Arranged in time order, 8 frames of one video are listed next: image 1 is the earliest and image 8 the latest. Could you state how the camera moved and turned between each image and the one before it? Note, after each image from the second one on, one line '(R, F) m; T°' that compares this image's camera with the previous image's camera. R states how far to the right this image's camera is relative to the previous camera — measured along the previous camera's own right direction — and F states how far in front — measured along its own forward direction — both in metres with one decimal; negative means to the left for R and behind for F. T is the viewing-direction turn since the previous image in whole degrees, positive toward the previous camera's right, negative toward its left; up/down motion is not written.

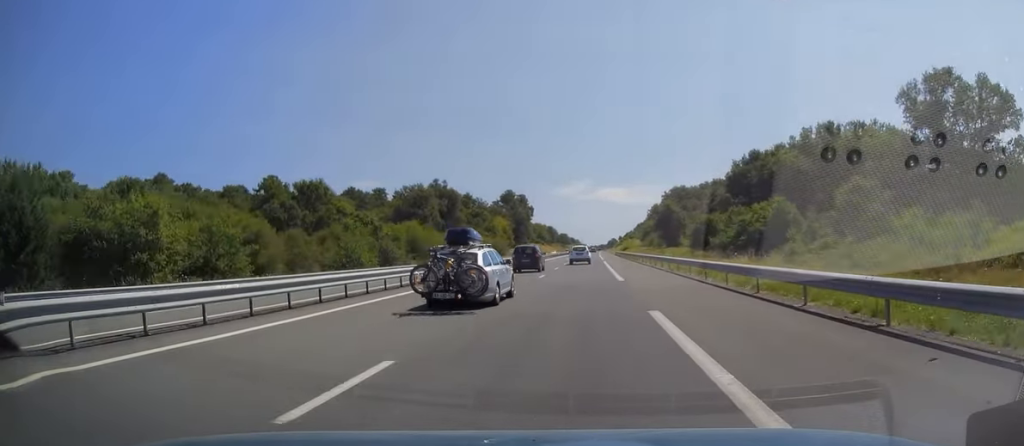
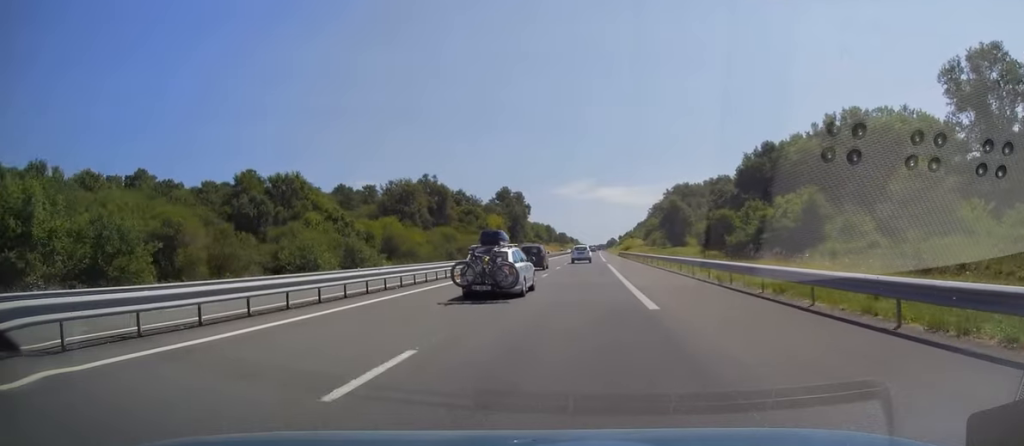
(0.0, +12.2) m; 0°
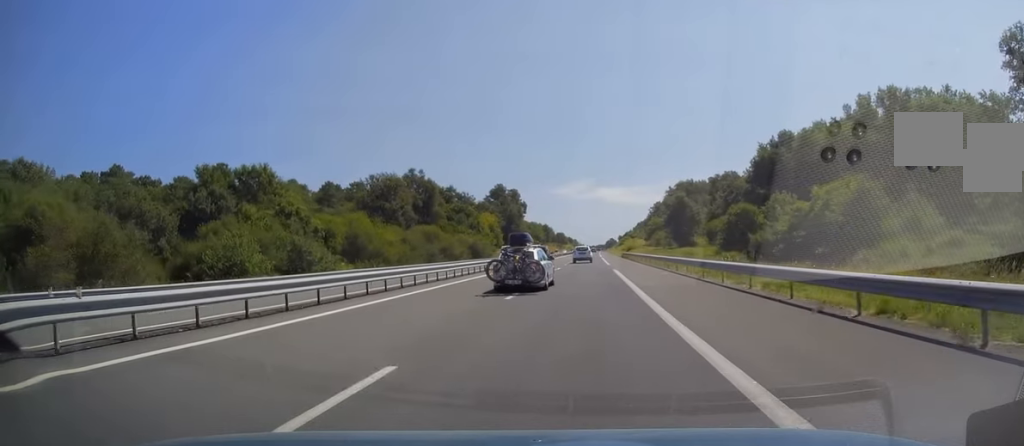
(0.0, +14.2) m; 0°
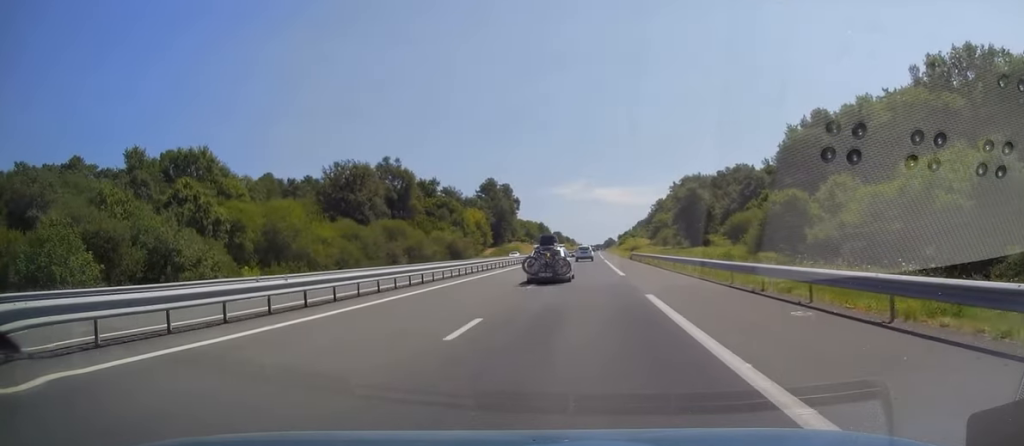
(-0.1, +21.0) m; +1°
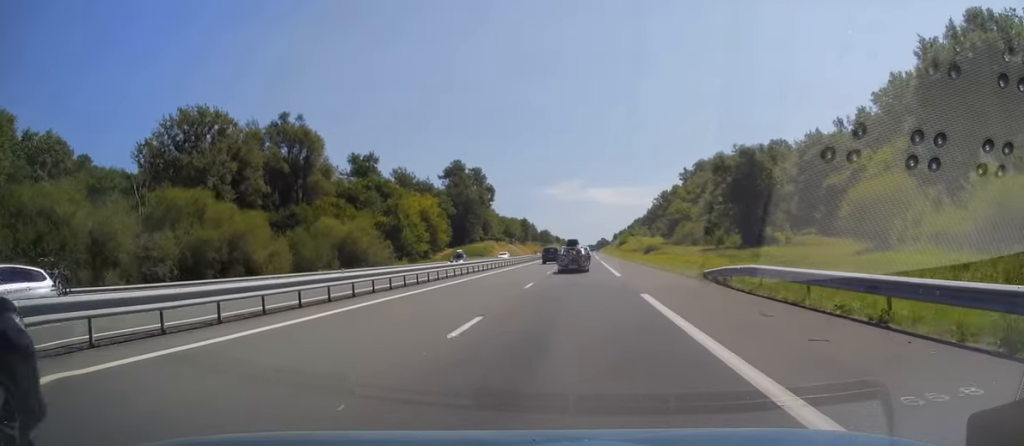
(+0.3, +51.8) m; 0°
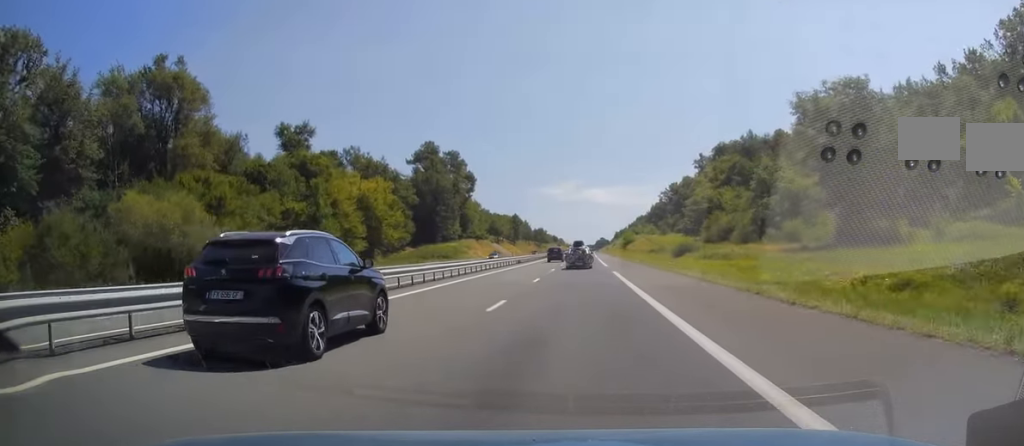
(+0.2, +34.6) m; +1°
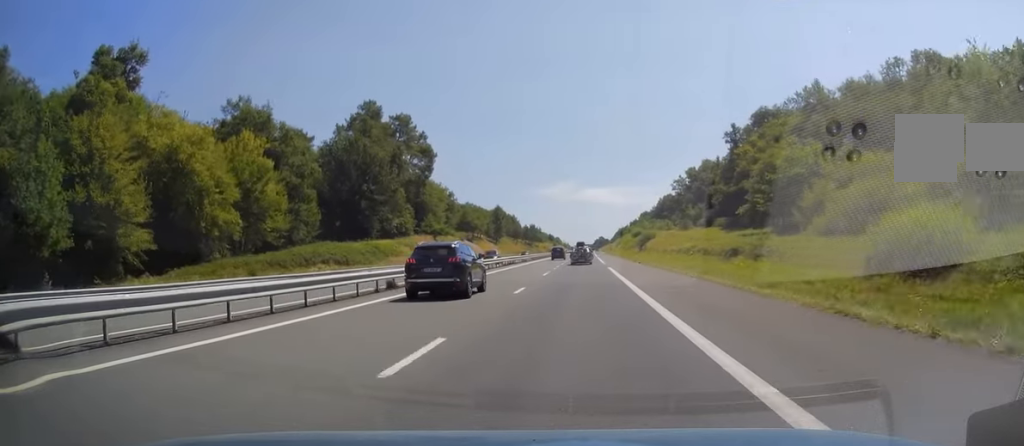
(+0.1, +46.5) m; 0°
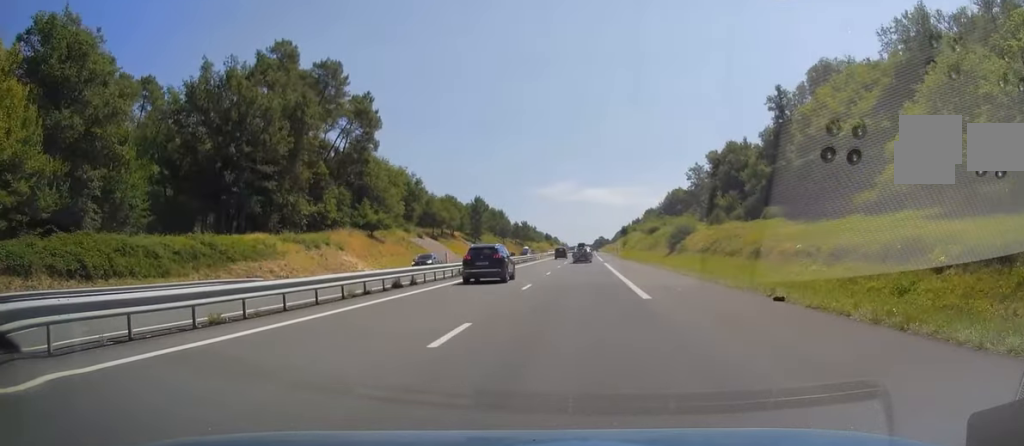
(-0.3, +37.4) m; 0°
